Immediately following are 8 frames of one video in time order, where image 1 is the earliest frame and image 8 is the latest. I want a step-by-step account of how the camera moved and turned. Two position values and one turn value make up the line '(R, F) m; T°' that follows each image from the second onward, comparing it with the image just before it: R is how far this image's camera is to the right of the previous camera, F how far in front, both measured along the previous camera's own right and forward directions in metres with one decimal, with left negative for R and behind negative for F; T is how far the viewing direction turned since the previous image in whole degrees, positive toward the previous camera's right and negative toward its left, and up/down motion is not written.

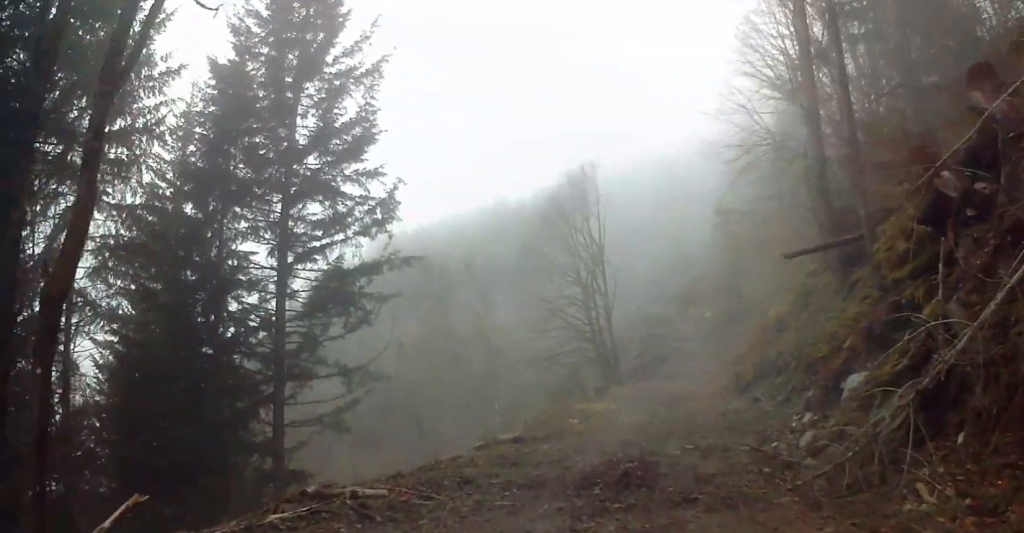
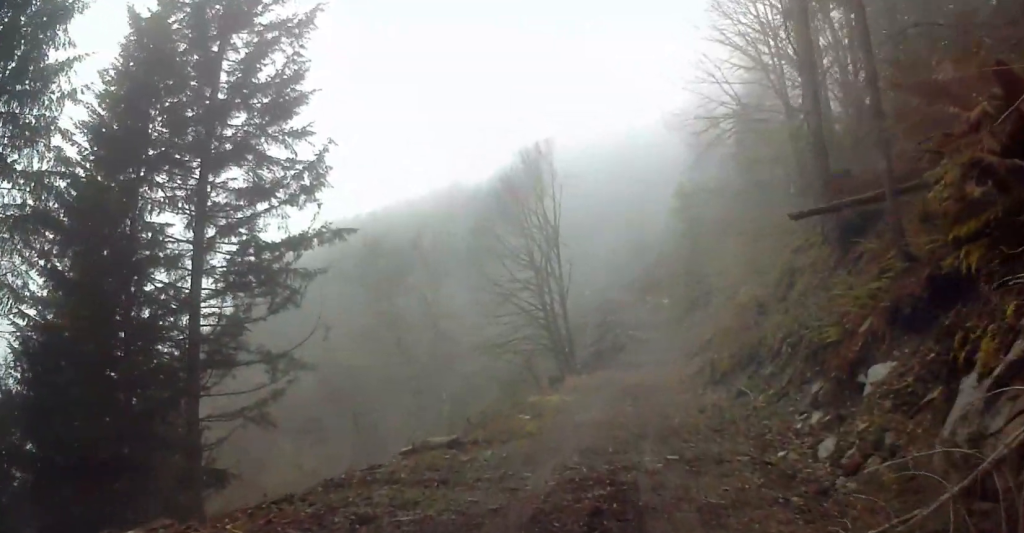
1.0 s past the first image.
(0.0, +3.1) m; 0°
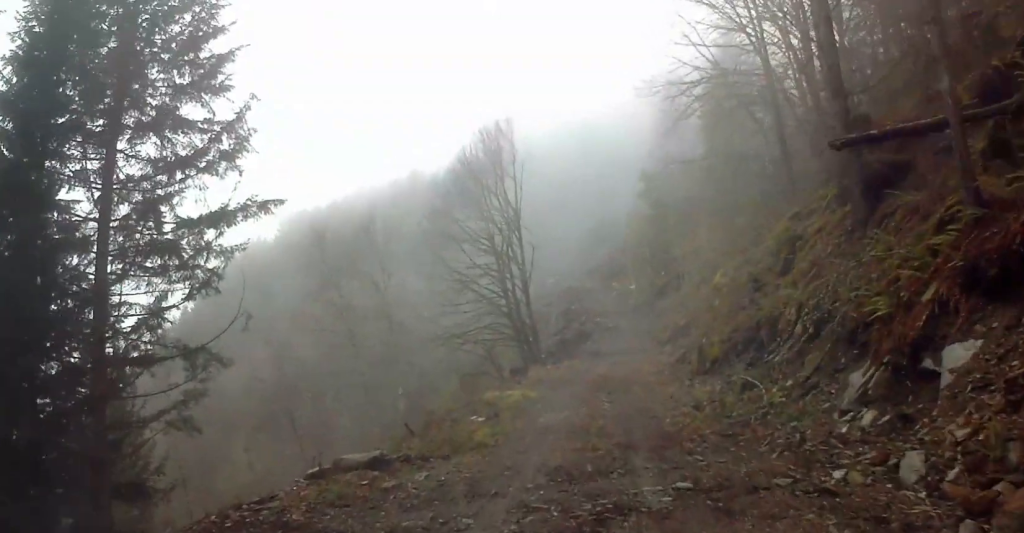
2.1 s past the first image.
(0.0, +3.3) m; 0°
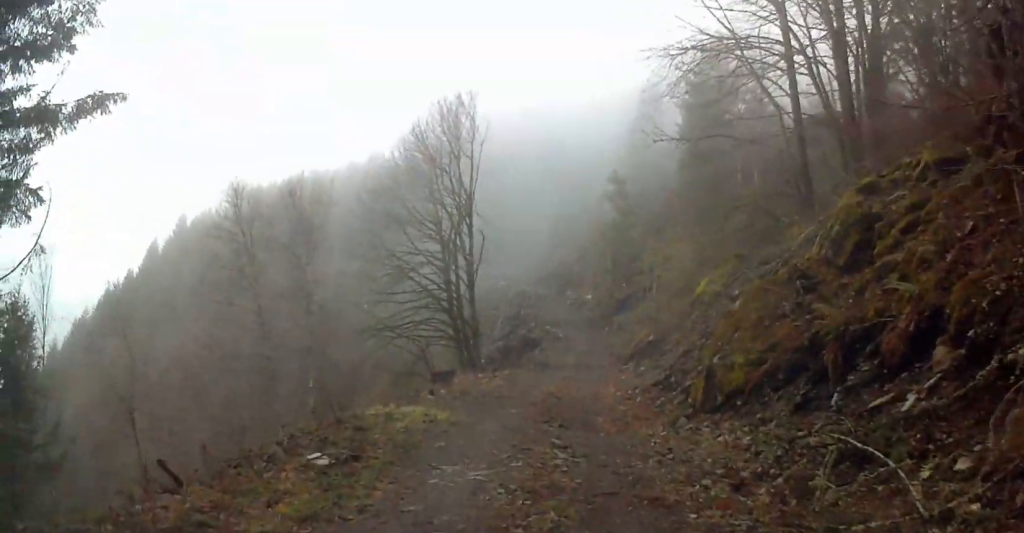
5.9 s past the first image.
(+0.7, +8.2) m; +7°
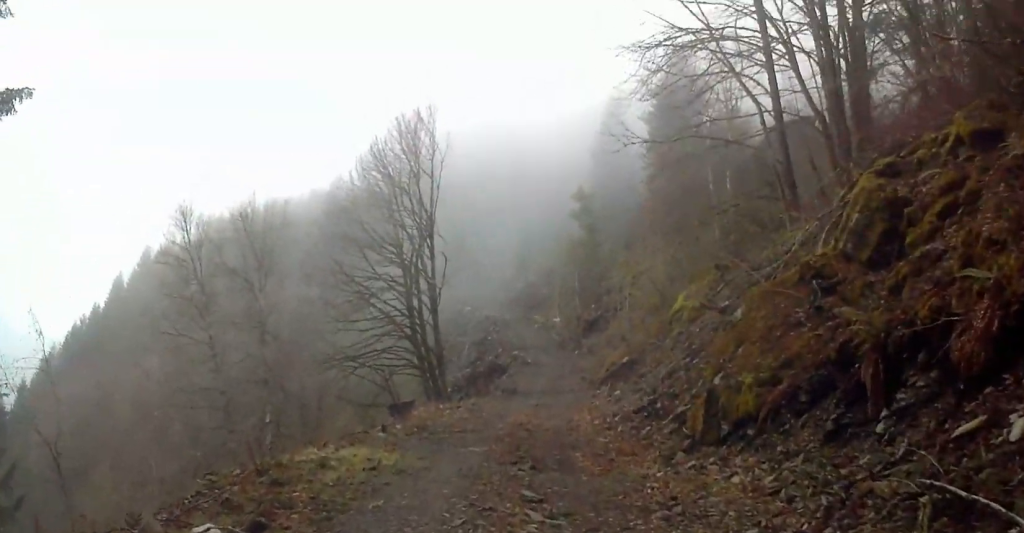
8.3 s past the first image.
(-0.4, +4.0) m; -8°
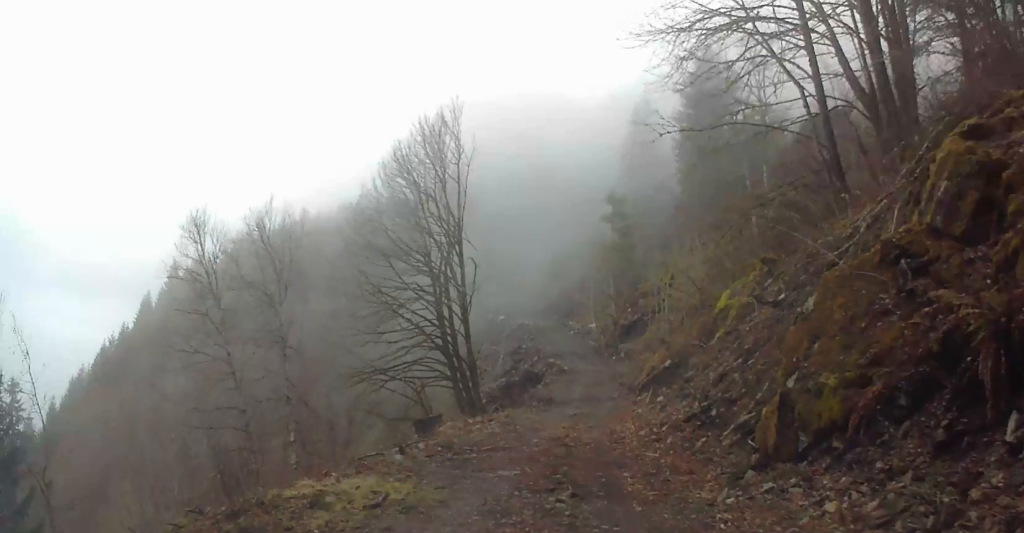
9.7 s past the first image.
(-0.2, +2.5) m; +1°
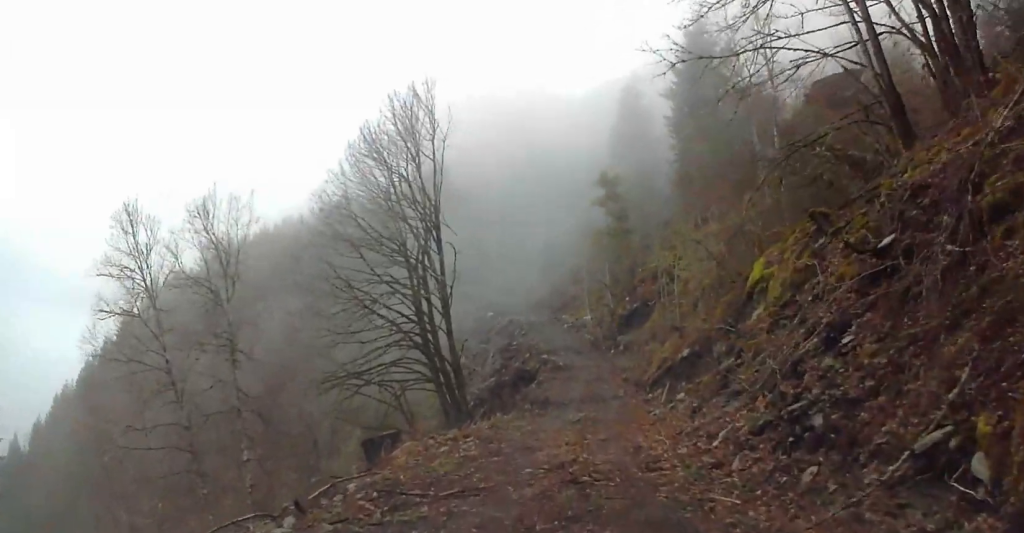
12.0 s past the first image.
(+0.4, +6.1) m; +8°
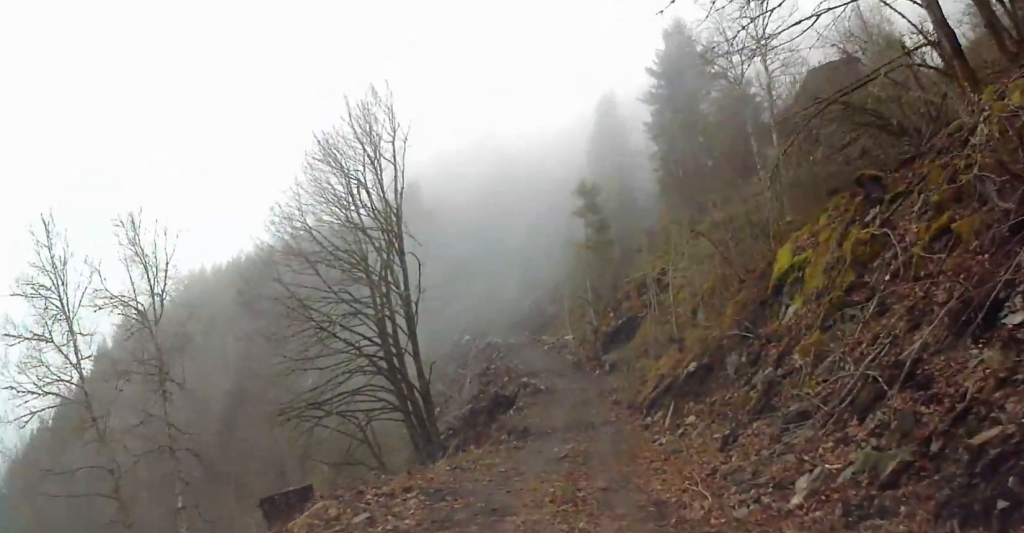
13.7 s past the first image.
(+0.3, +5.1) m; +5°
